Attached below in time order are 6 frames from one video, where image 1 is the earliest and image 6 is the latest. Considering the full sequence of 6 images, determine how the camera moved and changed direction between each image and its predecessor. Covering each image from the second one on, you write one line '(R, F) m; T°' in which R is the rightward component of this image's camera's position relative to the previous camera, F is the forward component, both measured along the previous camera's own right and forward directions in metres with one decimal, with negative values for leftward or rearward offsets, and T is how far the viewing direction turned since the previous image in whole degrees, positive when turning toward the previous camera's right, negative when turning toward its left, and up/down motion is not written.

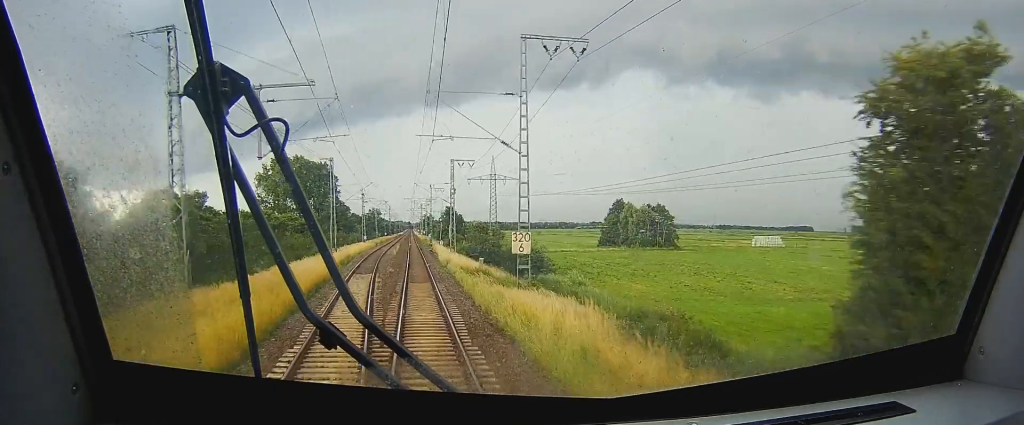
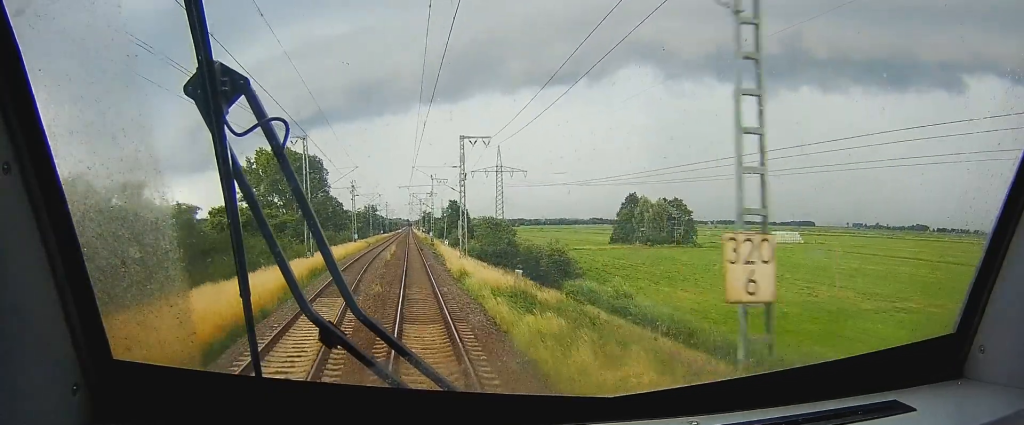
(0.0, +16.7) m; 0°
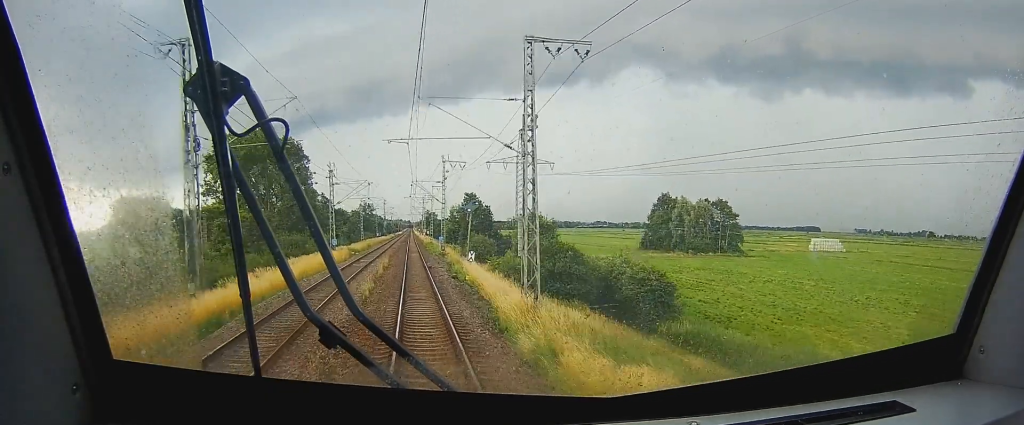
(0.0, +32.2) m; 0°
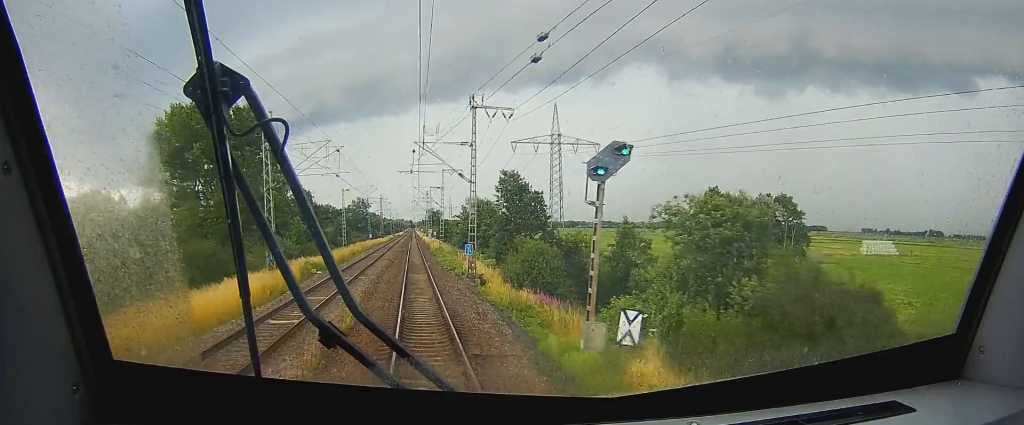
(+0.1, +34.5) m; 0°
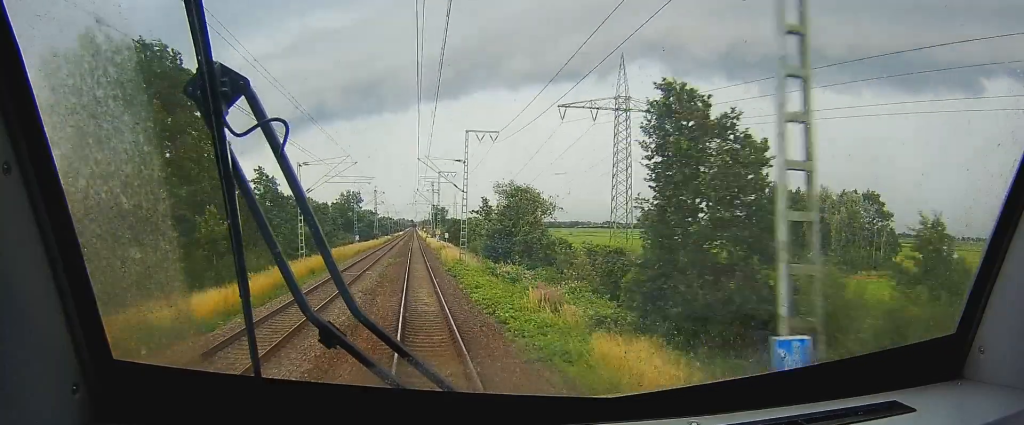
(0.0, +35.5) m; 0°
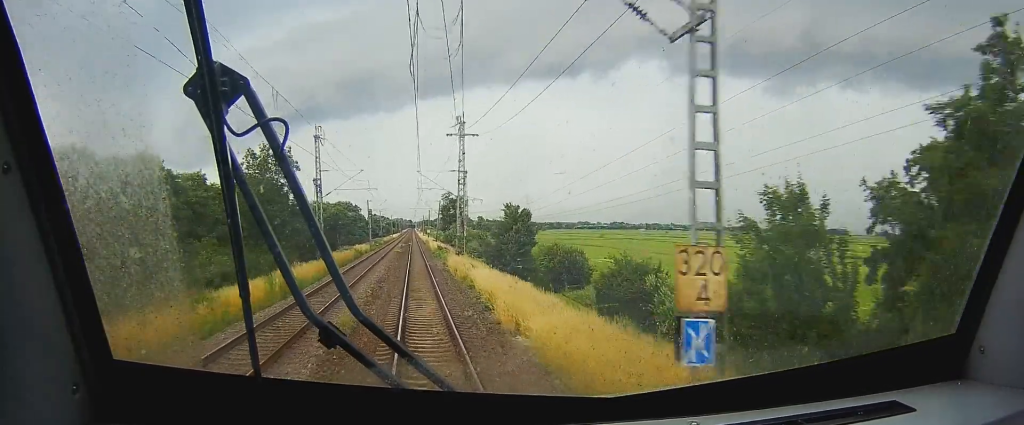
(+0.2, +86.9) m; 0°
